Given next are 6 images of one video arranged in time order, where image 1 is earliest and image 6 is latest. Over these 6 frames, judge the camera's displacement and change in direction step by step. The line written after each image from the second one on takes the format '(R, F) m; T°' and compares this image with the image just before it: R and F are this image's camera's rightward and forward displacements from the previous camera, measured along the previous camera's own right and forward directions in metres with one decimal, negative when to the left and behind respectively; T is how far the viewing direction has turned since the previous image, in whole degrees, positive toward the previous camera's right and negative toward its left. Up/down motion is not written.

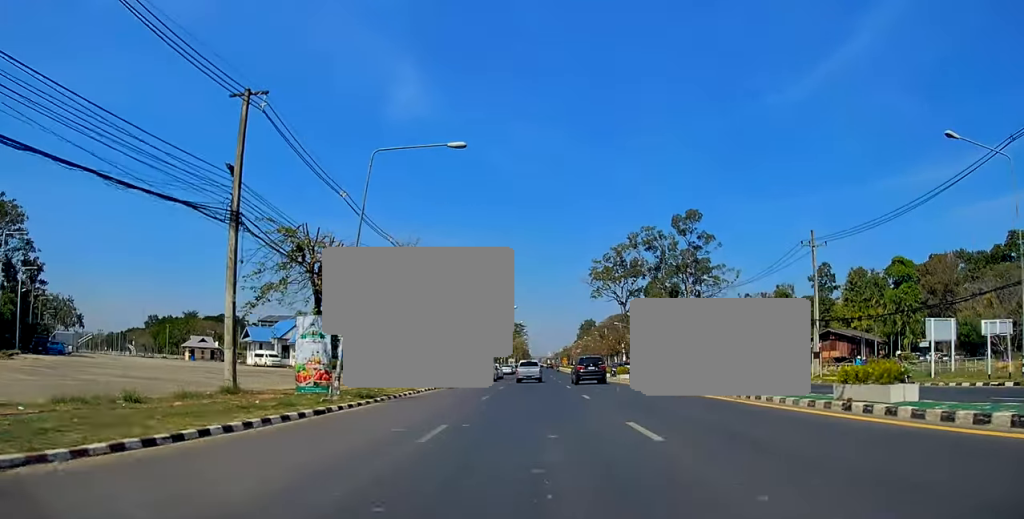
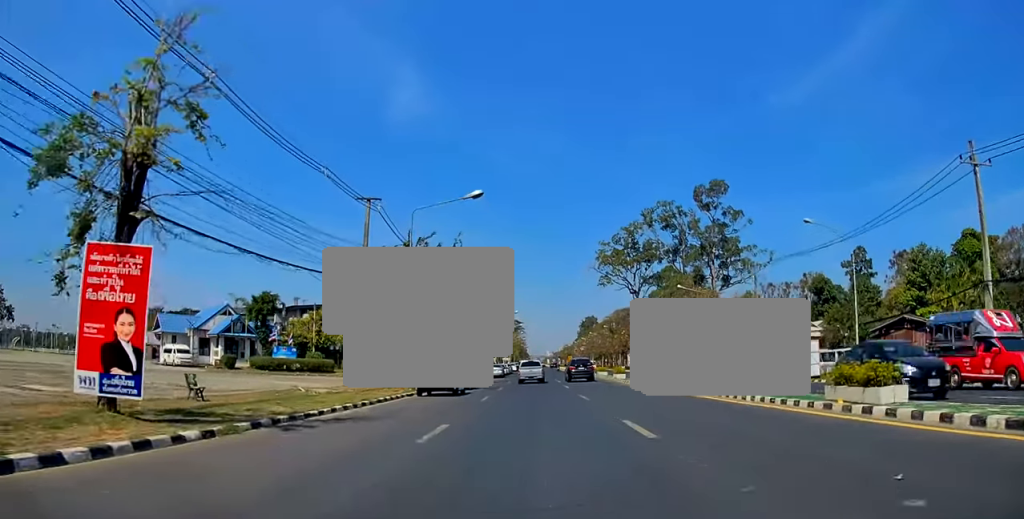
(+0.1, +24.1) m; +1°
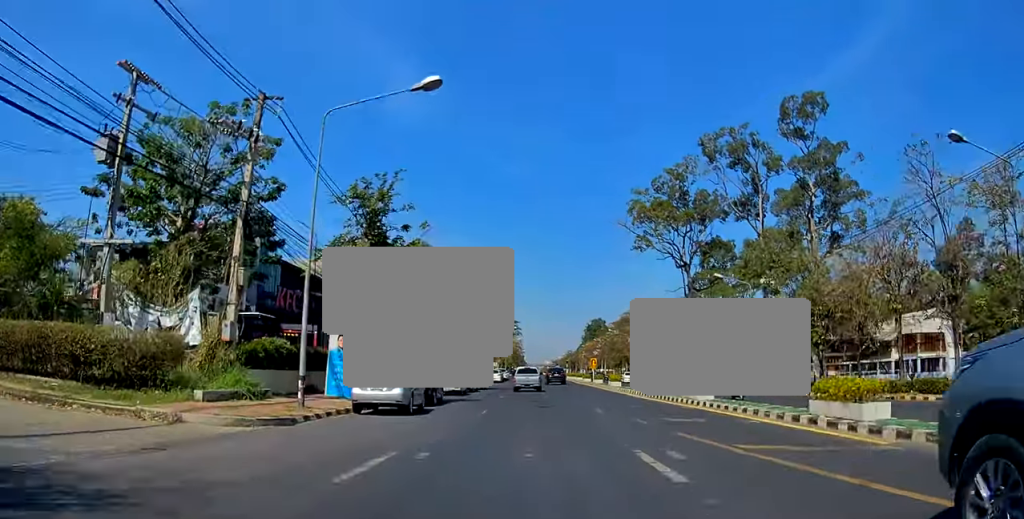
(-0.1, +49.5) m; -1°
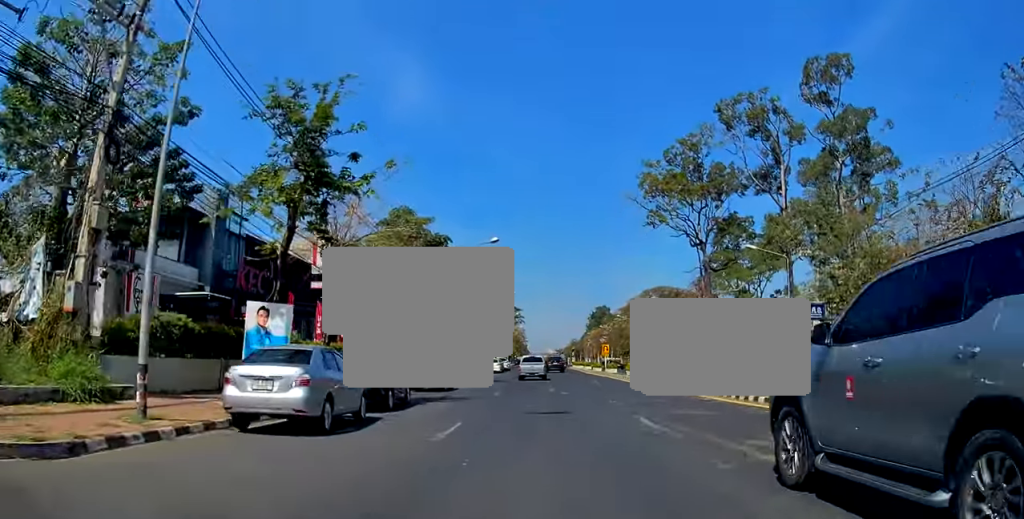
(0.0, +7.9) m; 0°
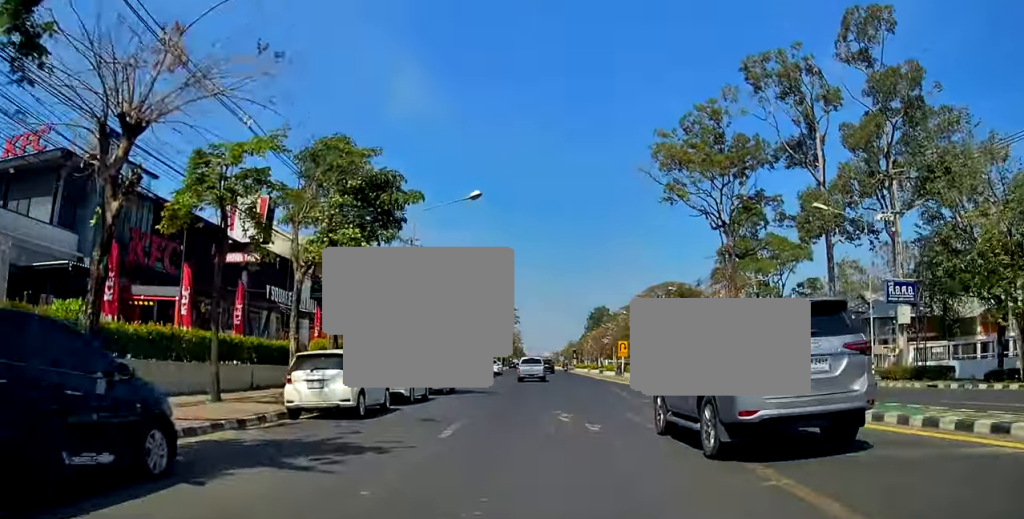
(0.0, +13.1) m; +1°
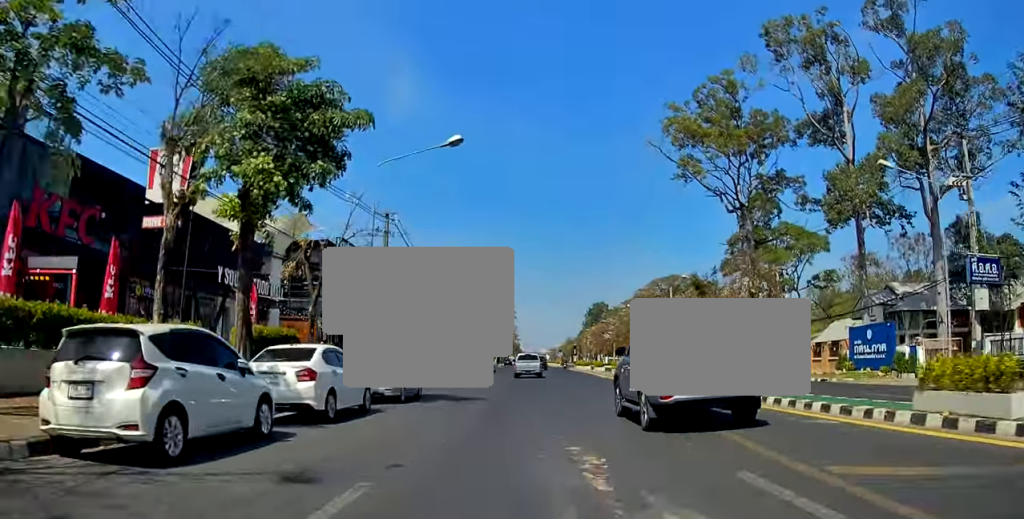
(+0.2, +8.2) m; +1°
